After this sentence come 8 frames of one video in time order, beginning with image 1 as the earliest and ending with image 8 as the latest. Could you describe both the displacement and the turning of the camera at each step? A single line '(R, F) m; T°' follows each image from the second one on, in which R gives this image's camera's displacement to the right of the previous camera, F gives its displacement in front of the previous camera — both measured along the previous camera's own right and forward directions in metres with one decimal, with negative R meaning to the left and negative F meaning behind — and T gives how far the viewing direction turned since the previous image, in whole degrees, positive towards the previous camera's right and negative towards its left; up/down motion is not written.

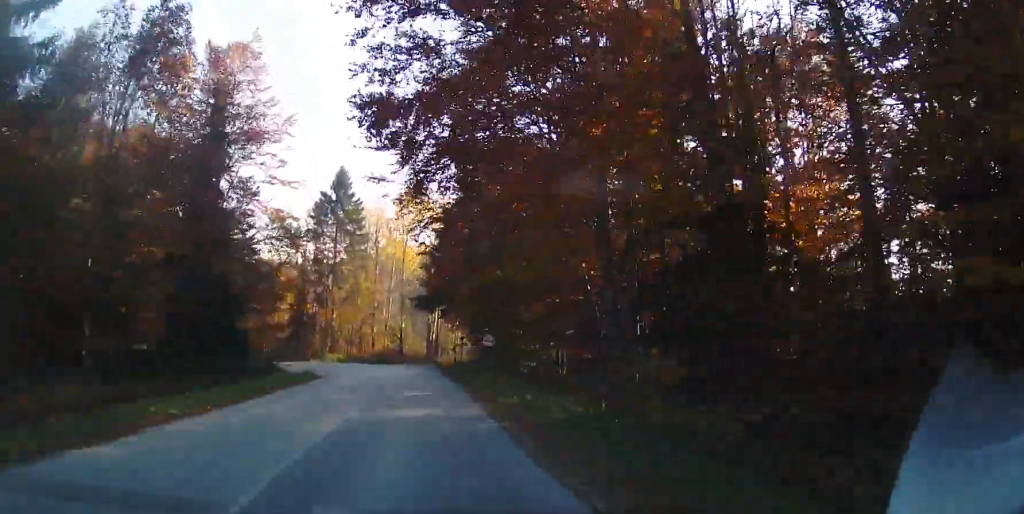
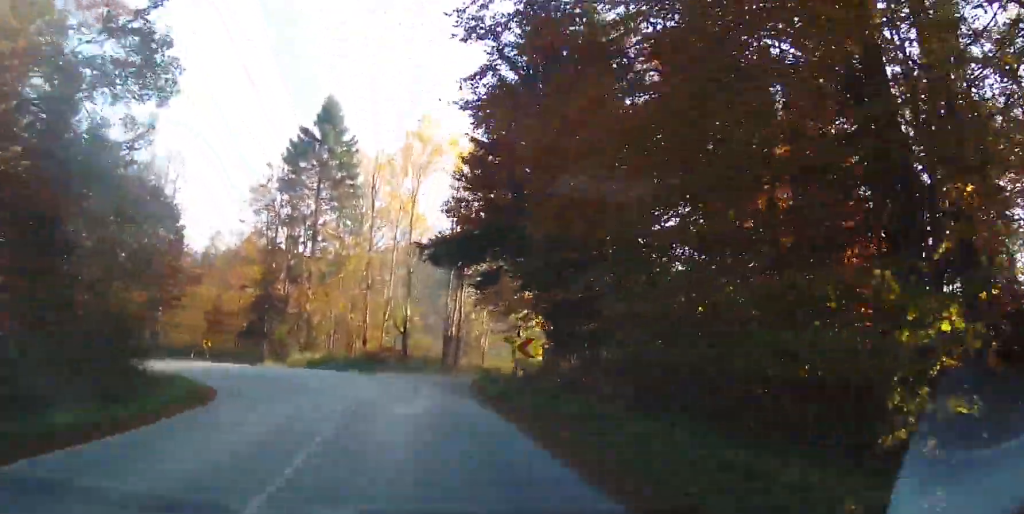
(-0.3, +23.2) m; -2°
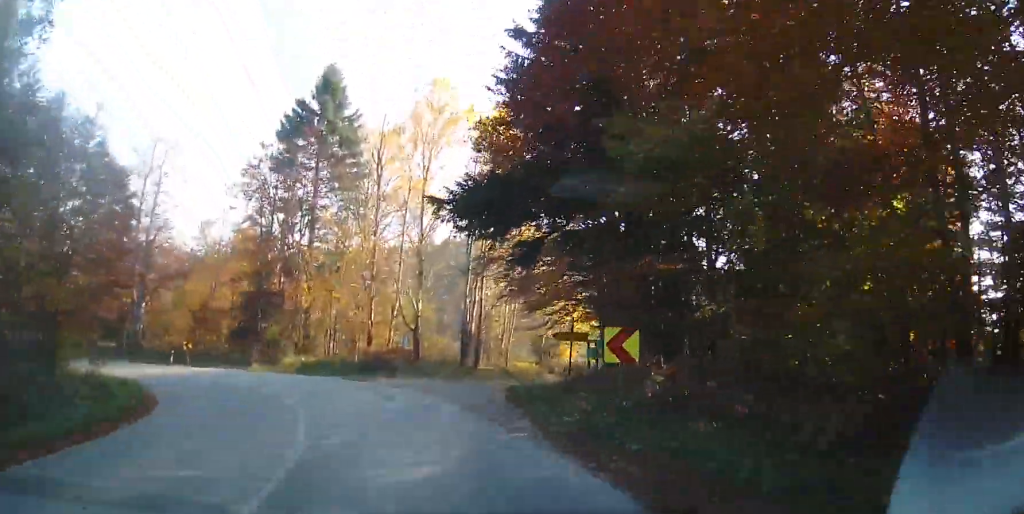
(-0.1, +7.3) m; -2°
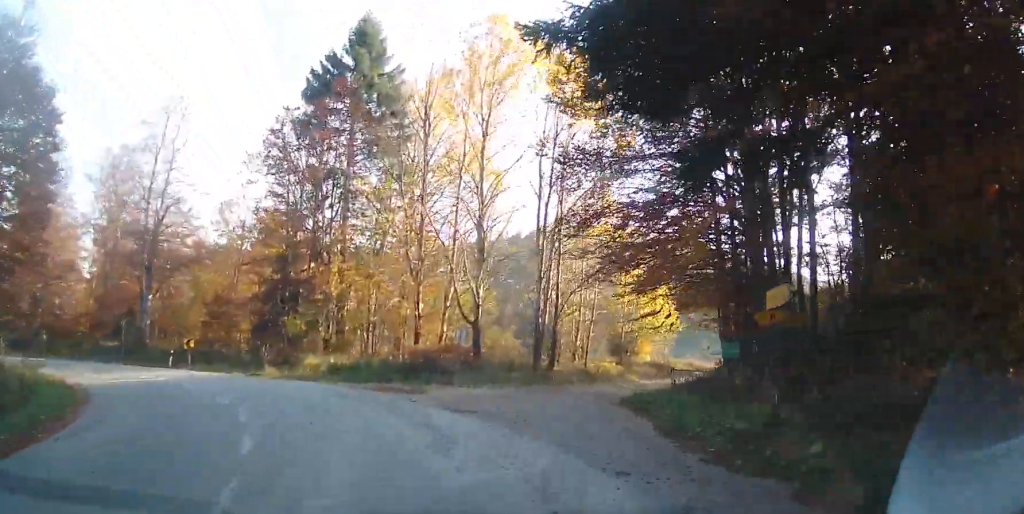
(0.0, +10.0) m; -5°
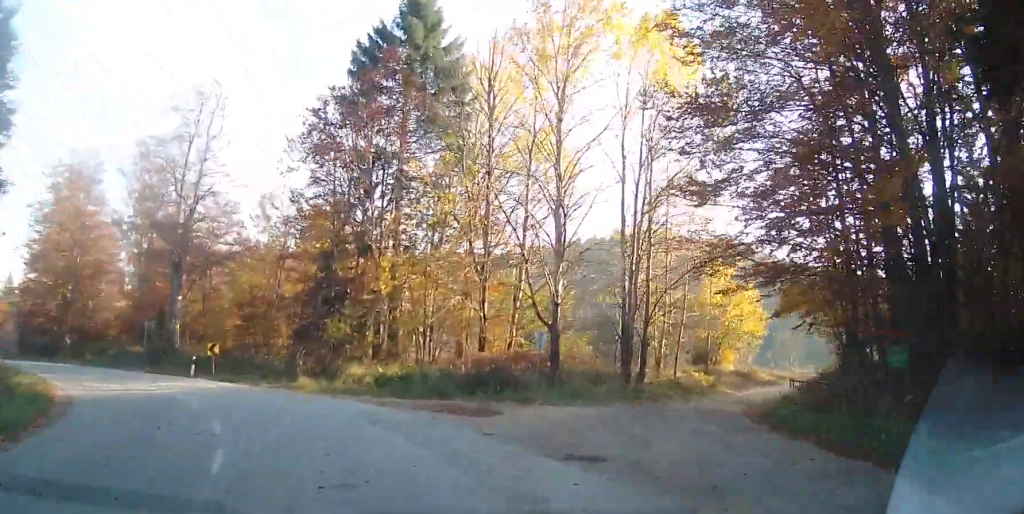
(-0.6, +5.7) m; -7°
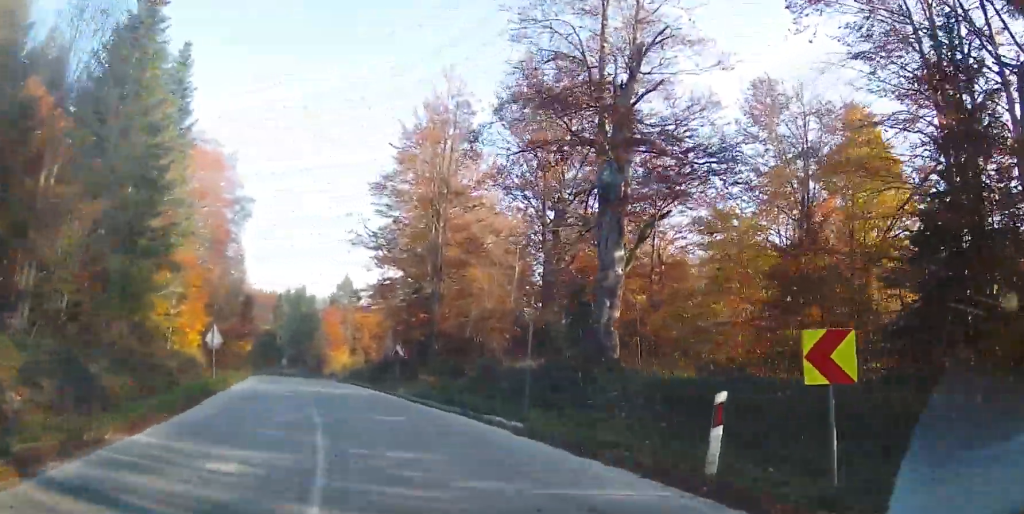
(-7.6, +23.2) m; -38°
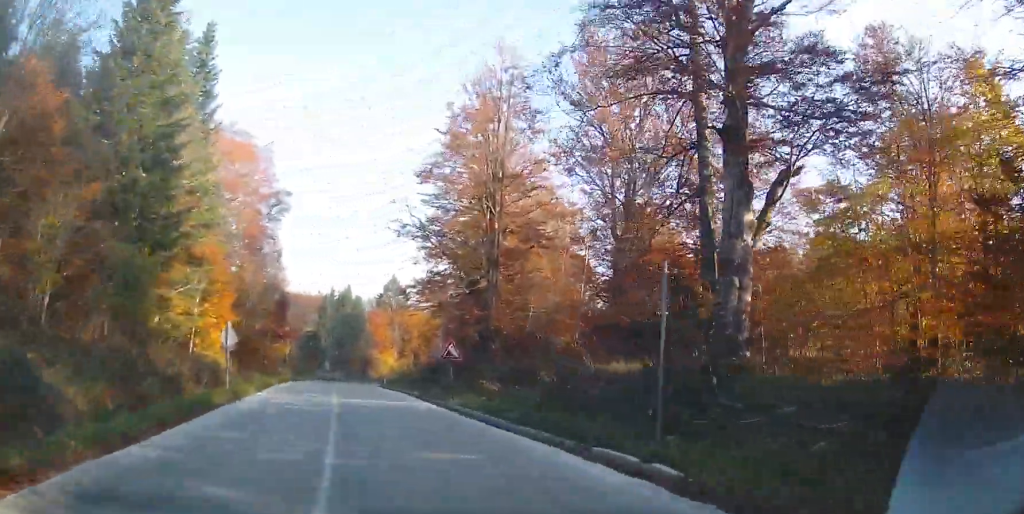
(-0.4, +4.9) m; -5°
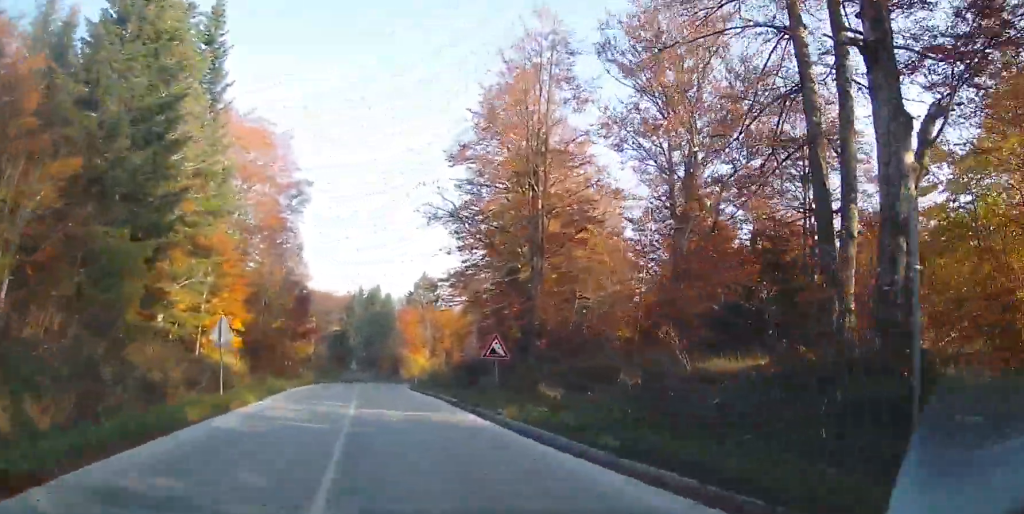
(-0.1, +4.2) m; -4°
